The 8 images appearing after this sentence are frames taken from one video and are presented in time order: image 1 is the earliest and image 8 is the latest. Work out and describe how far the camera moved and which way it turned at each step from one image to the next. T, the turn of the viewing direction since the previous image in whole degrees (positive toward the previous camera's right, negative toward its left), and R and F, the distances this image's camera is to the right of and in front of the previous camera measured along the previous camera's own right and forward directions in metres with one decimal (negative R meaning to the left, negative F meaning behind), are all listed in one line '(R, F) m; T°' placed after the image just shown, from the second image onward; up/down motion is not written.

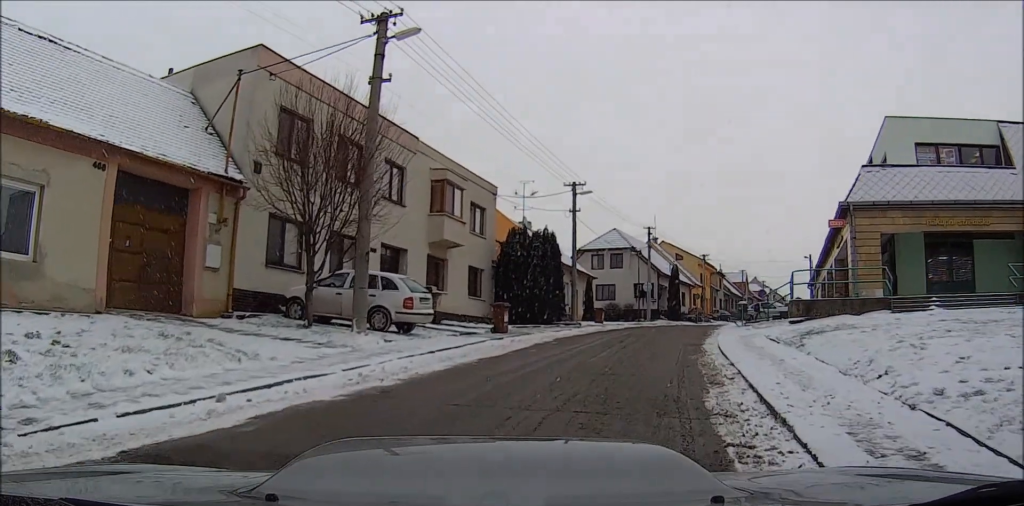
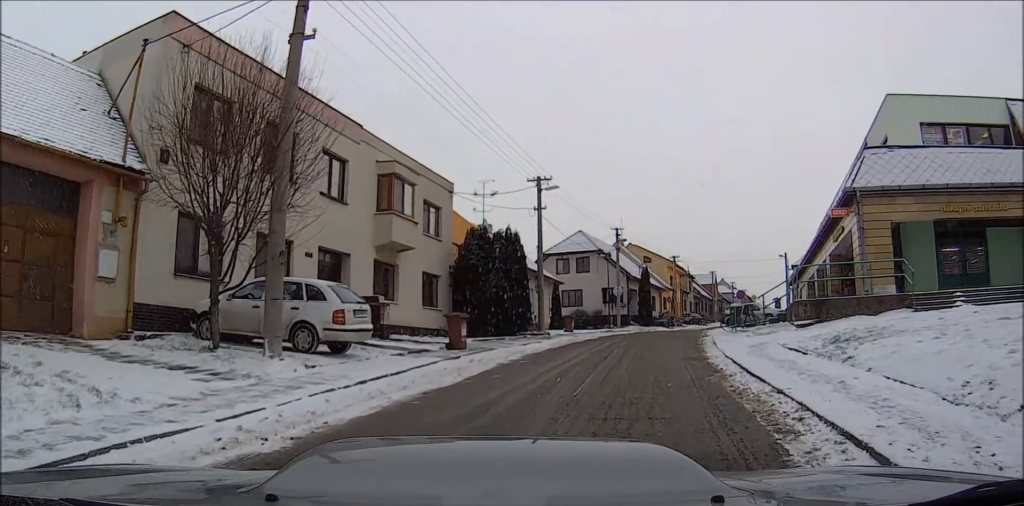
(0.0, +3.6) m; 0°
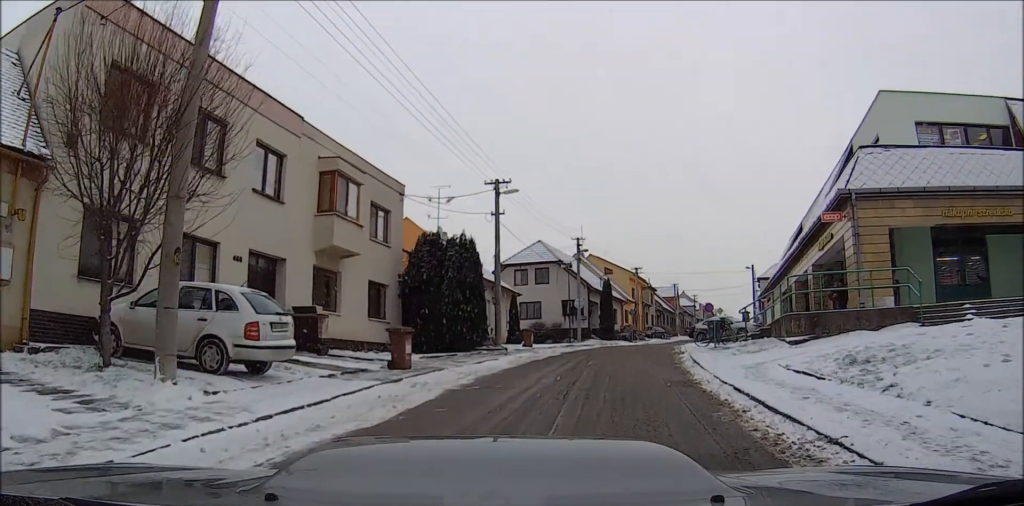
(0.0, +2.6) m; 0°
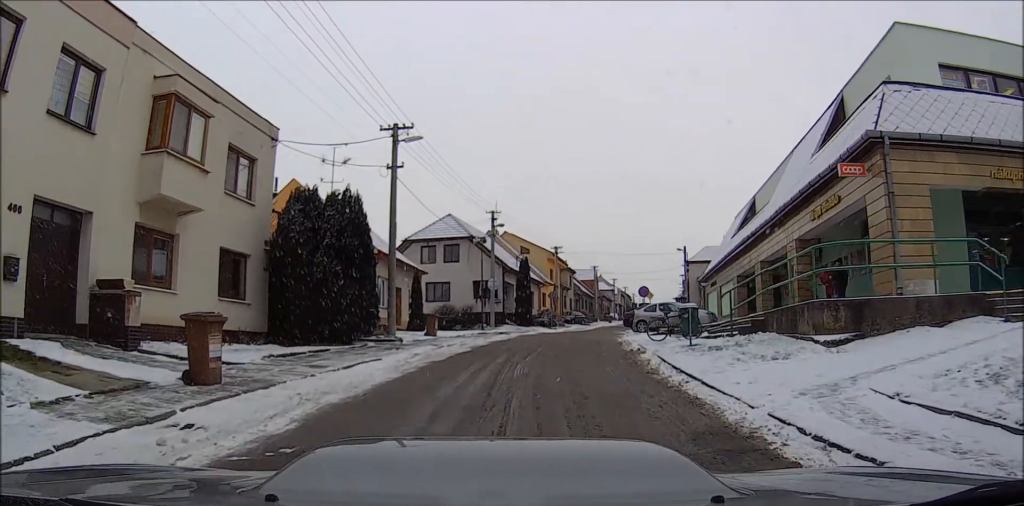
(0.0, +6.1) m; +3°
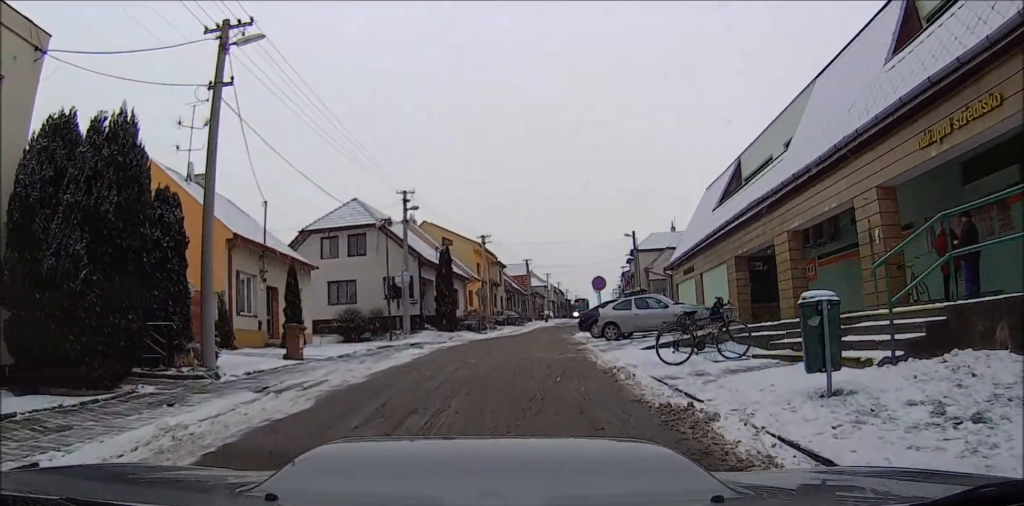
(+0.9, +9.6) m; +10°
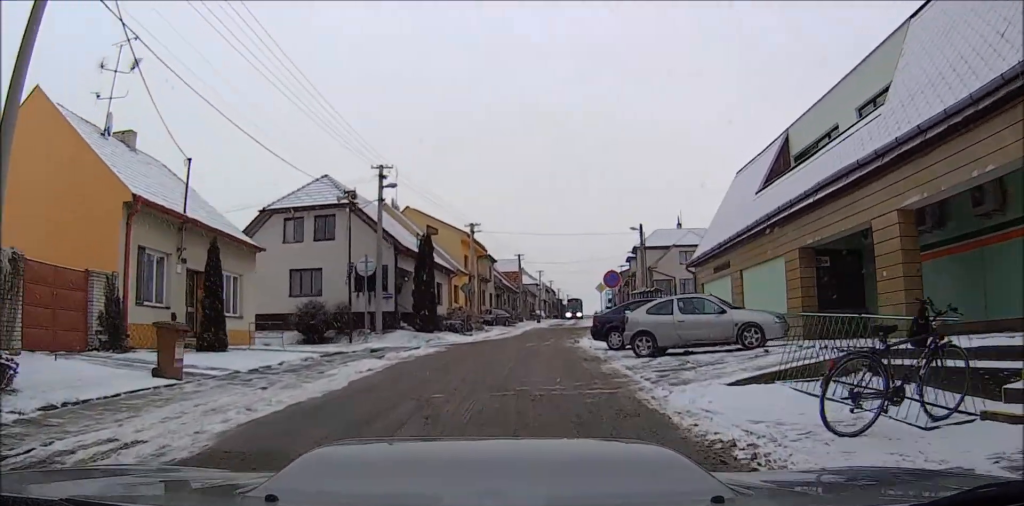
(+0.4, +5.8) m; +4°
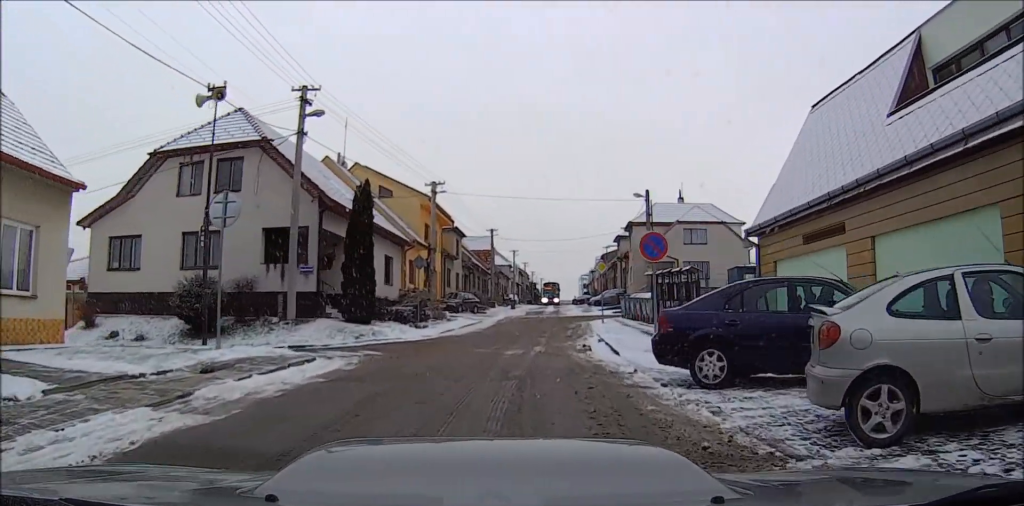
(-0.6, +10.5) m; -7°
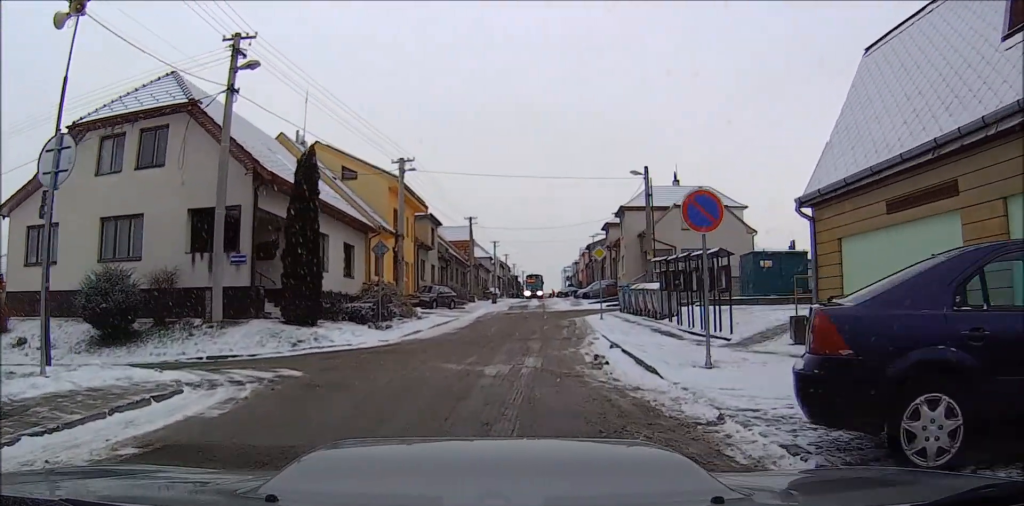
(-0.8, +5.4) m; +2°
